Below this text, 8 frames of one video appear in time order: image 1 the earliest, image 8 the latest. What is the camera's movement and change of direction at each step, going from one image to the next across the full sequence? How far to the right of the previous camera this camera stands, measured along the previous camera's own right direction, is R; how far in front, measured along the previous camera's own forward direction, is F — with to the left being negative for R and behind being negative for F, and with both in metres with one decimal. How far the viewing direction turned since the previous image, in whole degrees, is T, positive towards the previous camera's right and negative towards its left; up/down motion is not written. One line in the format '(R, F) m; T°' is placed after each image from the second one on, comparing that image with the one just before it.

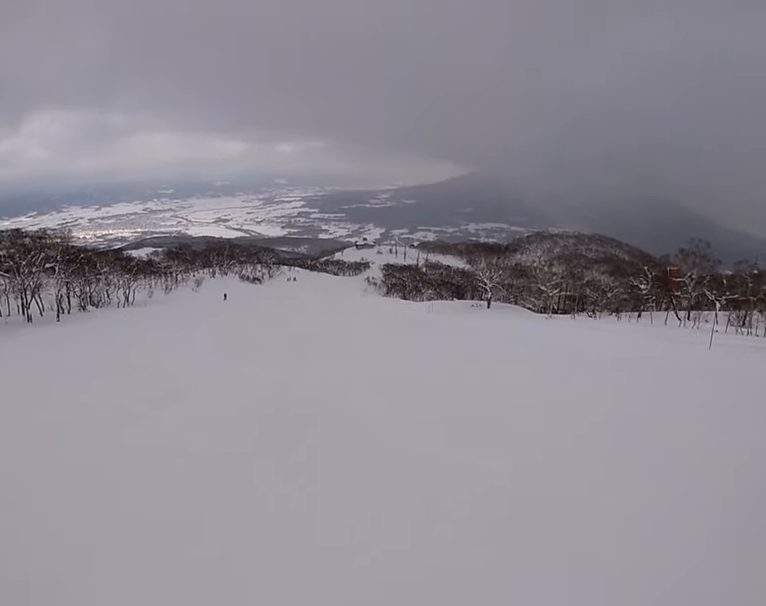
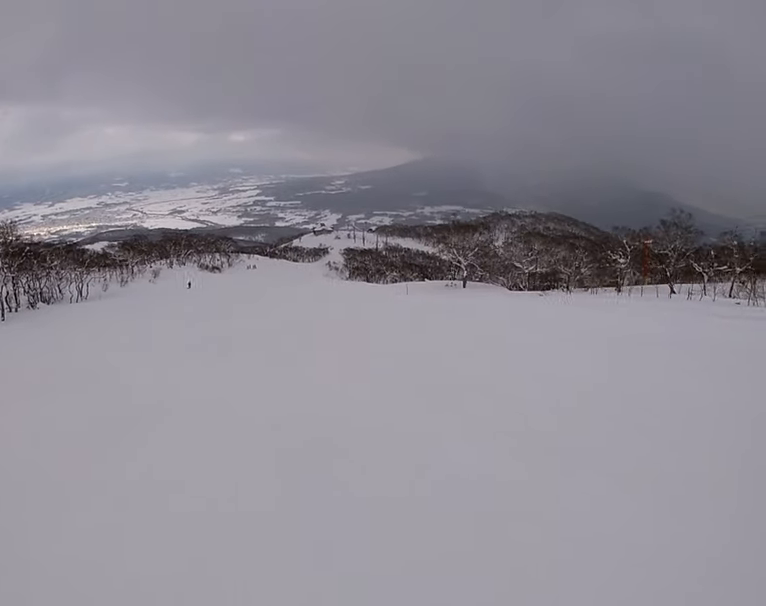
(+0.7, +4.7) m; +1°
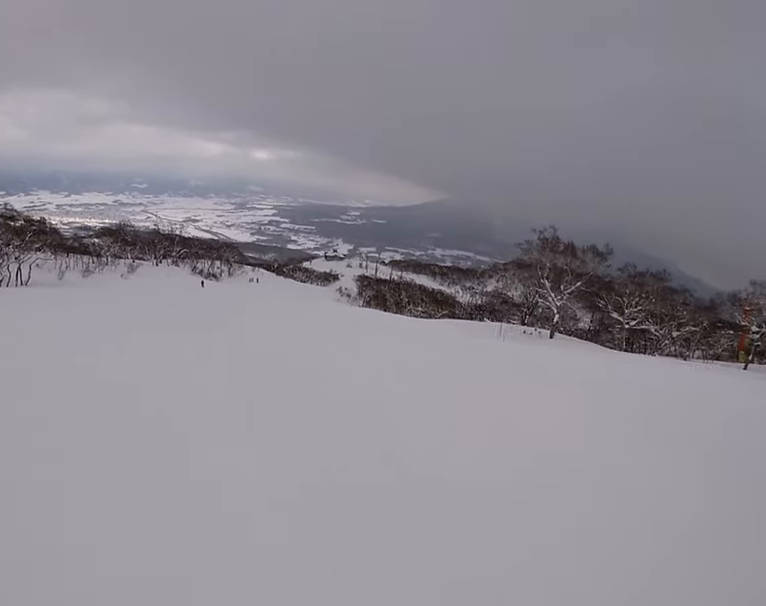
(+0.4, +23.5) m; 0°
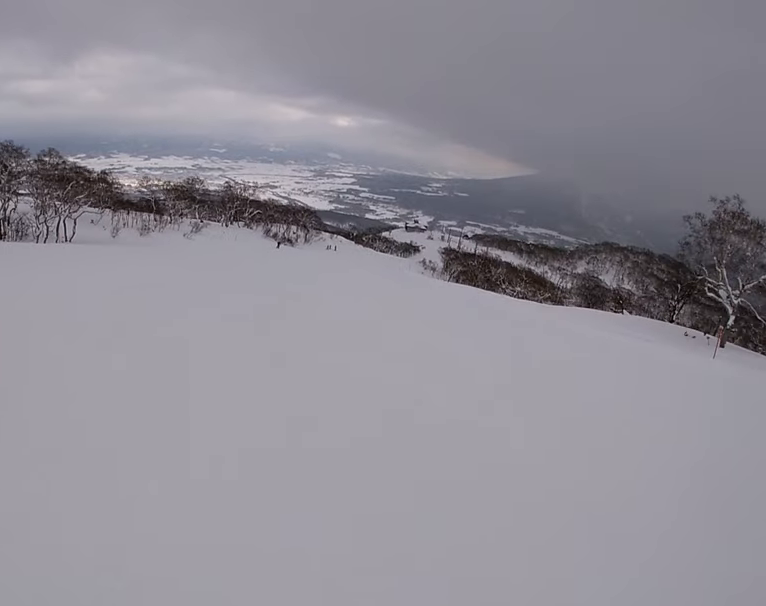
(-1.3, +10.9) m; -6°
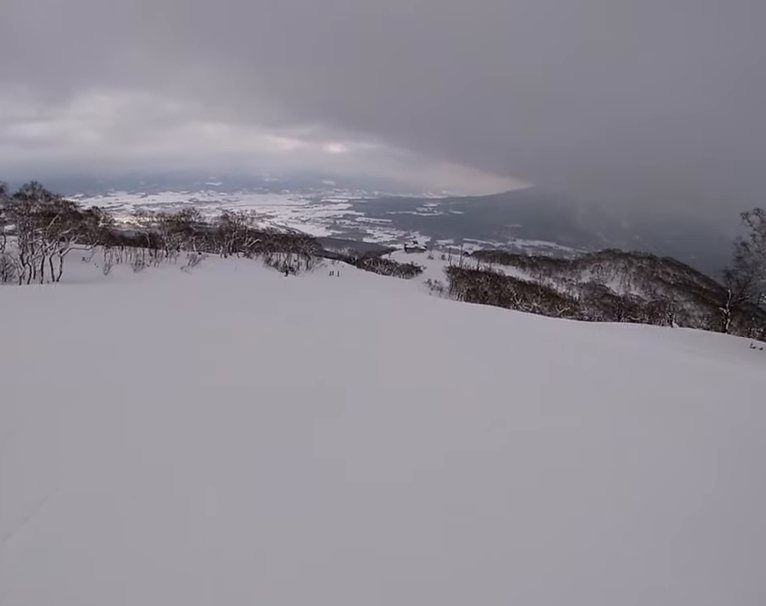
(-0.1, +5.5) m; 0°
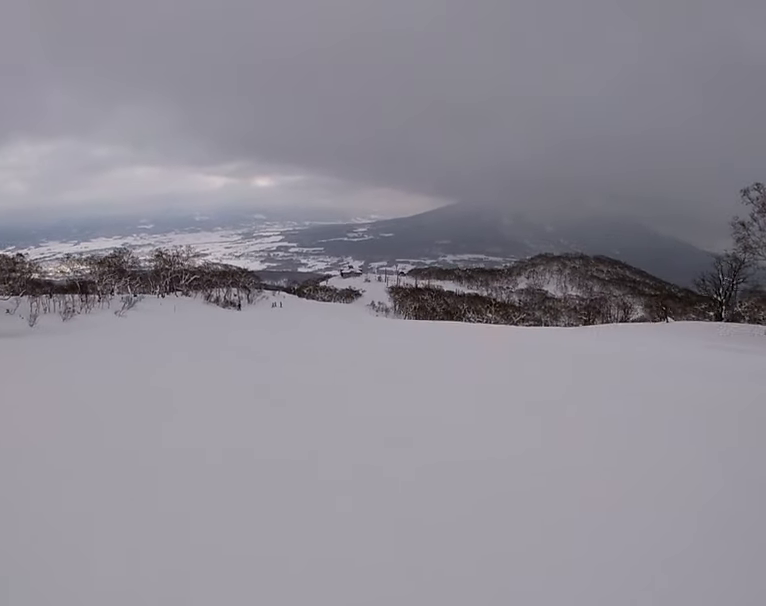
(0.0, +6.1) m; +1°
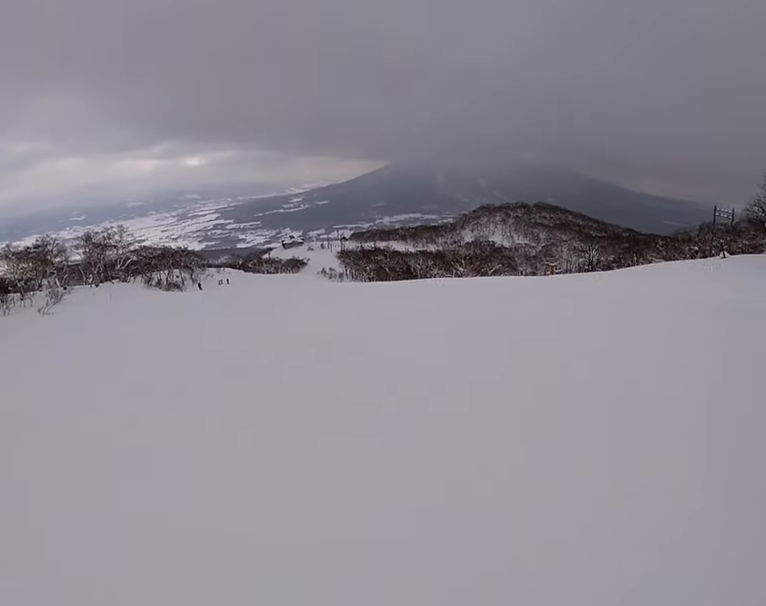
(+0.2, +10.3) m; +5°
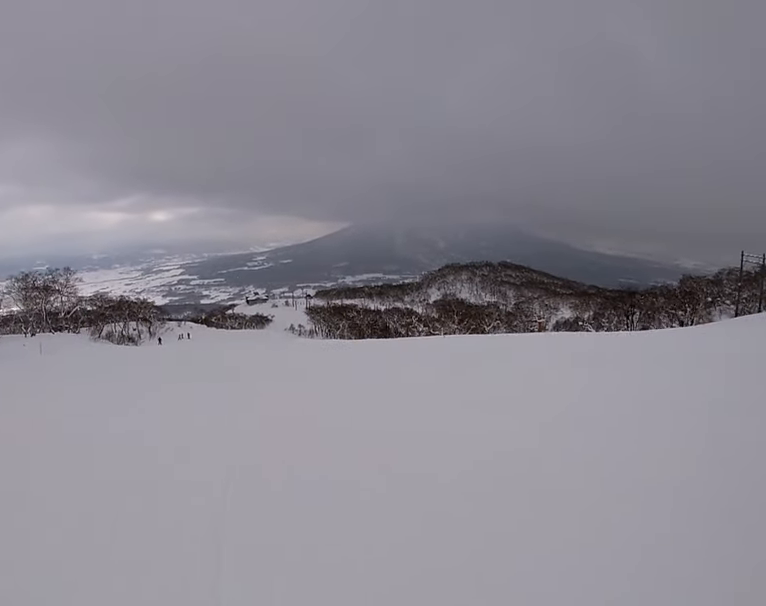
(+0.9, +12.7) m; +2°
